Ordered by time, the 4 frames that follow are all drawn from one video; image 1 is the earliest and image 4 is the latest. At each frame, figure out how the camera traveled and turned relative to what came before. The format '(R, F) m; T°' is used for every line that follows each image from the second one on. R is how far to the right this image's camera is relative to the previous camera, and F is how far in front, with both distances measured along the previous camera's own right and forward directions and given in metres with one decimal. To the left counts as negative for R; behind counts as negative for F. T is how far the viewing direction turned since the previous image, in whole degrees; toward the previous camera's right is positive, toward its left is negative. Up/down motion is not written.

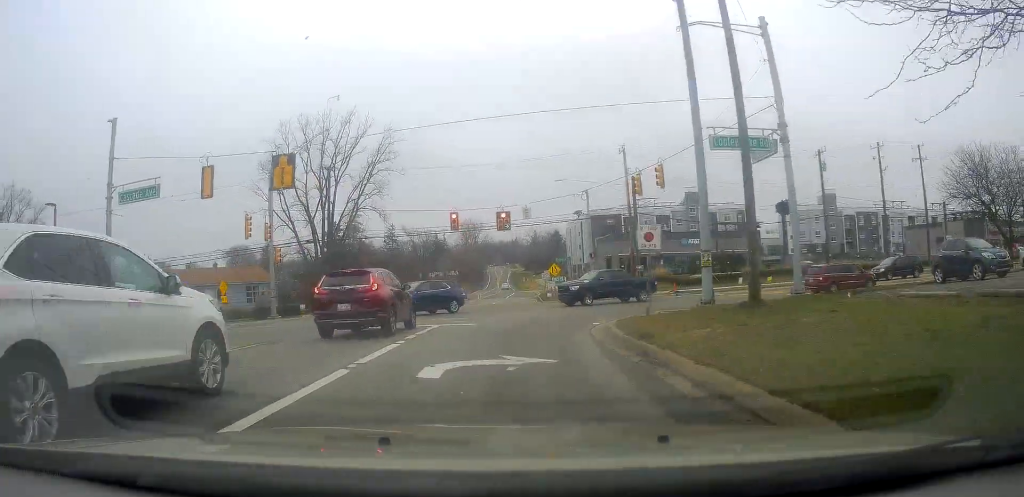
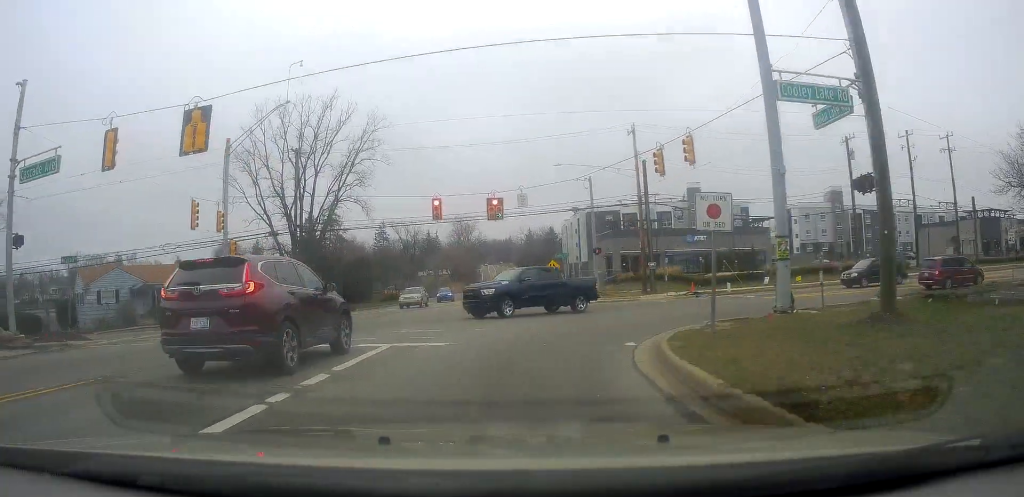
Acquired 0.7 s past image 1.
(0.0, +7.1) m; +1°
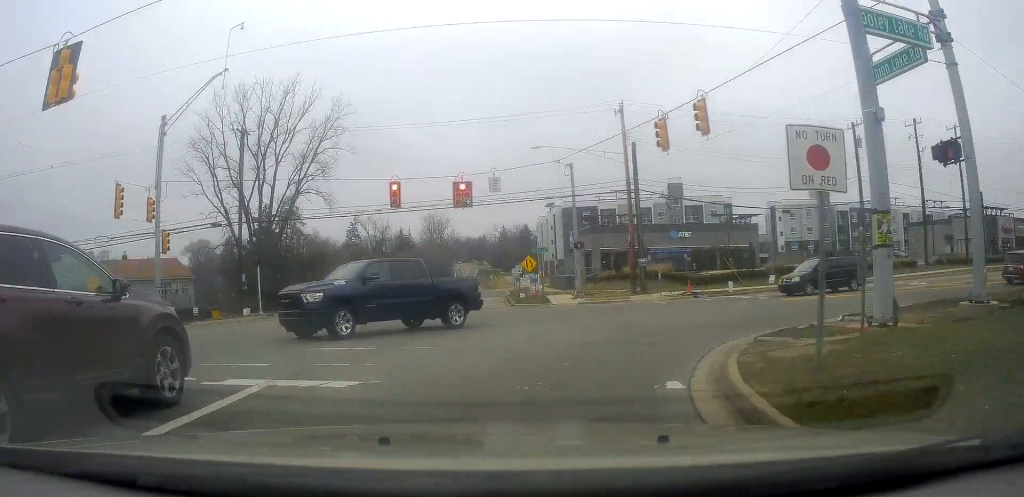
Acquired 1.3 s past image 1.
(-0.1, +5.7) m; +3°
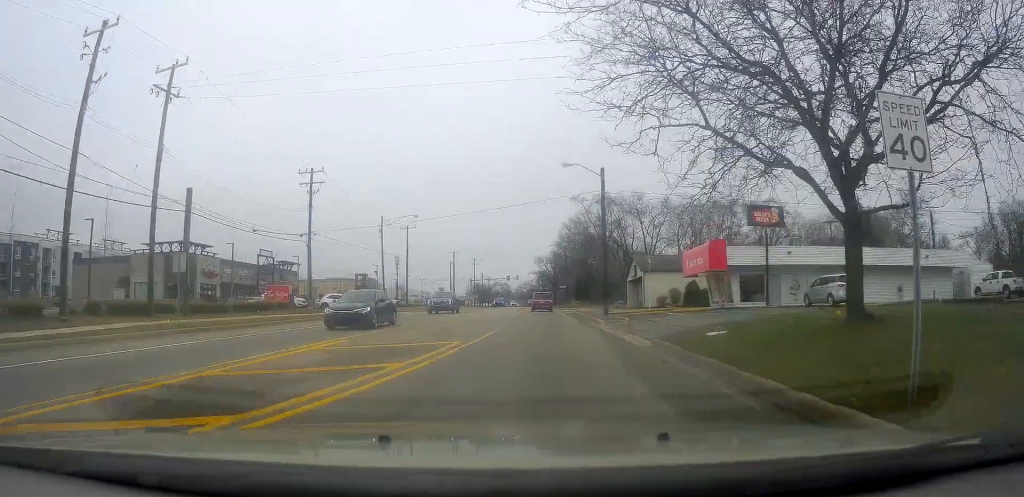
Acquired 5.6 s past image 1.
(+18.1, +20.0) m; +83°
